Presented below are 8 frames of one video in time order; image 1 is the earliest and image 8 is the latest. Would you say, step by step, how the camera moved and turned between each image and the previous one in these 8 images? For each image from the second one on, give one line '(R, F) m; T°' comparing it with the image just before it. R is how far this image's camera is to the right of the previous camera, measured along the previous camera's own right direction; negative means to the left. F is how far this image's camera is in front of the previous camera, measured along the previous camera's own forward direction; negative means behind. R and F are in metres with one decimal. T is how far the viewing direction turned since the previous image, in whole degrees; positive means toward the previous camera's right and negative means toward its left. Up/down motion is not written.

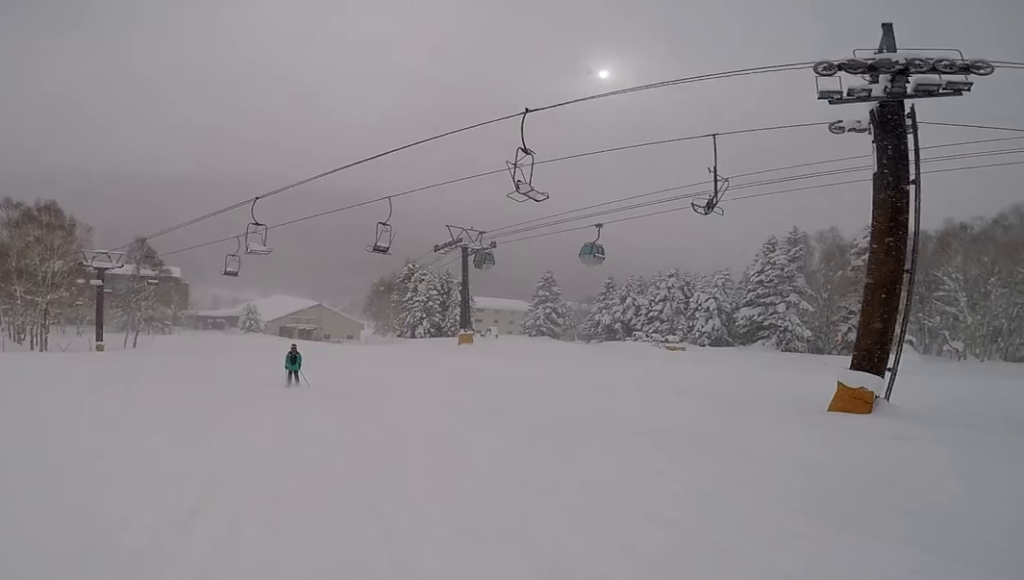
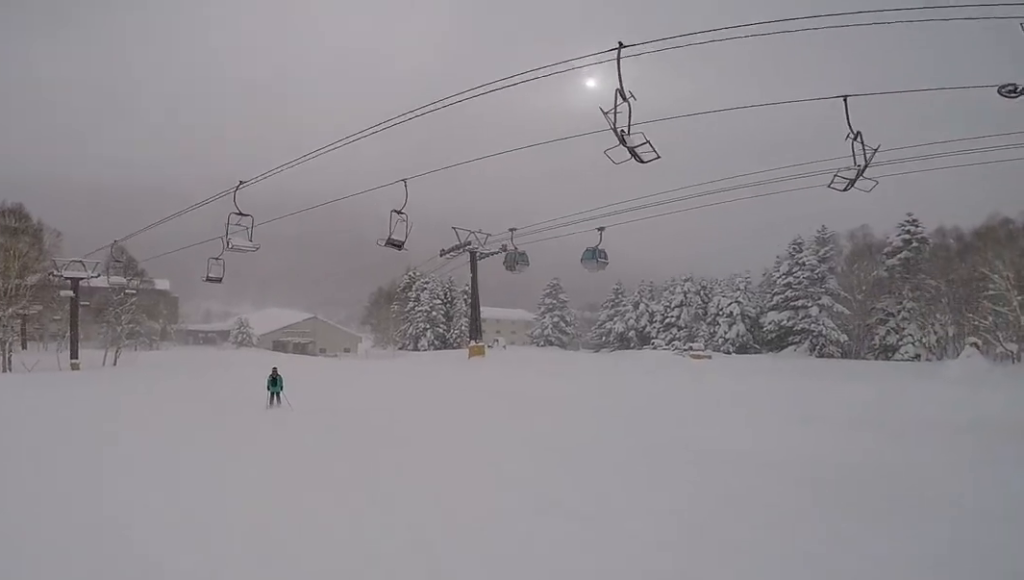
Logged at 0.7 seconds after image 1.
(+0.3, +4.6) m; +4°
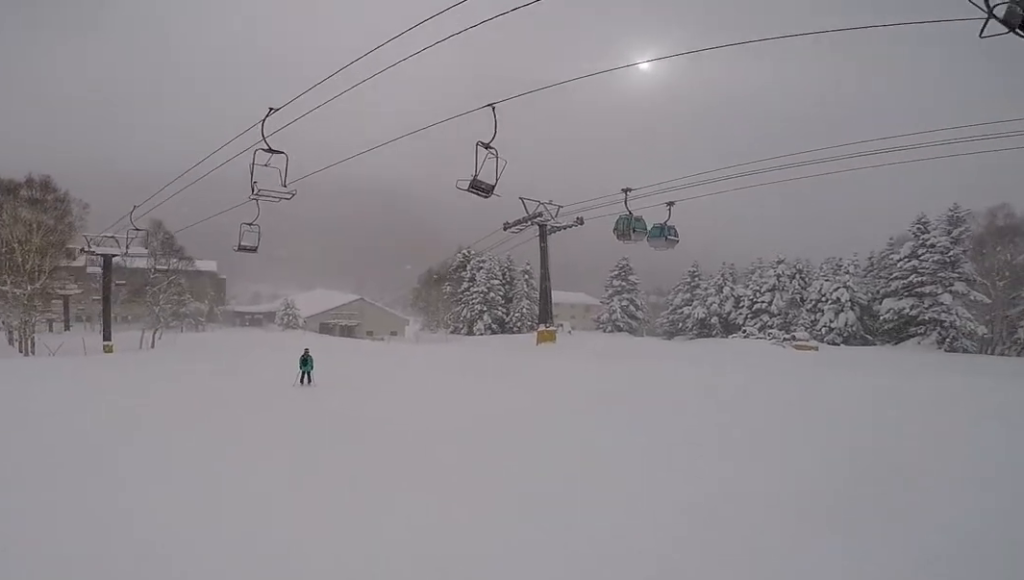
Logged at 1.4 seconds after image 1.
(+0.1, +5.4) m; 0°
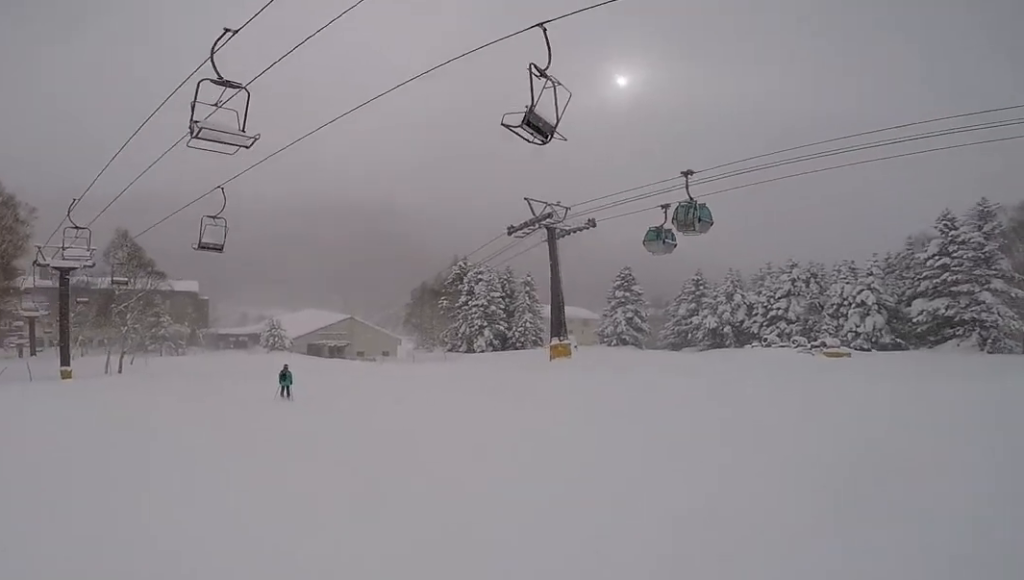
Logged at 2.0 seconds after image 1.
(-0.1, +4.7) m; -2°
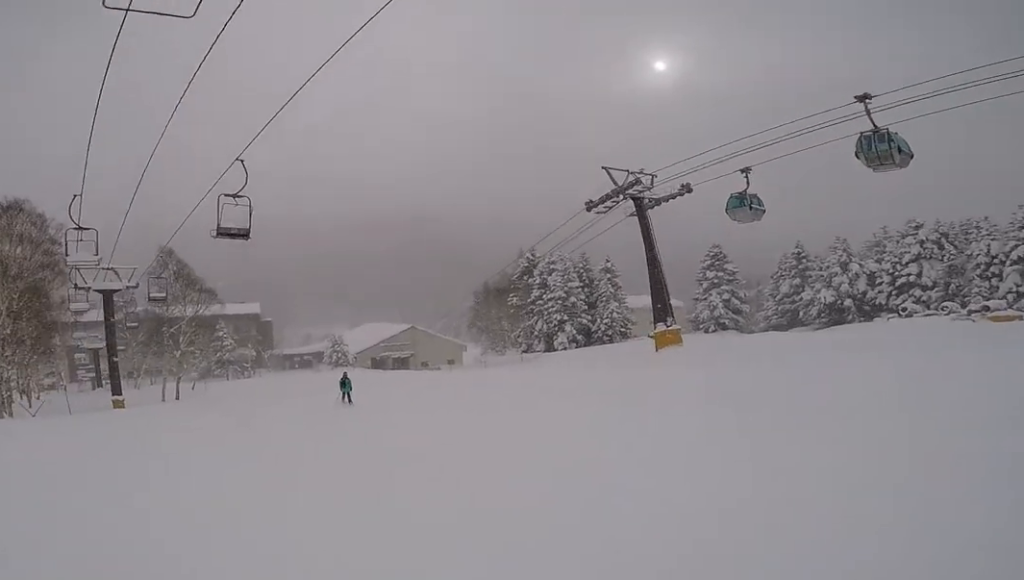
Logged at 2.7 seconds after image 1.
(0.0, +4.7) m; -1°
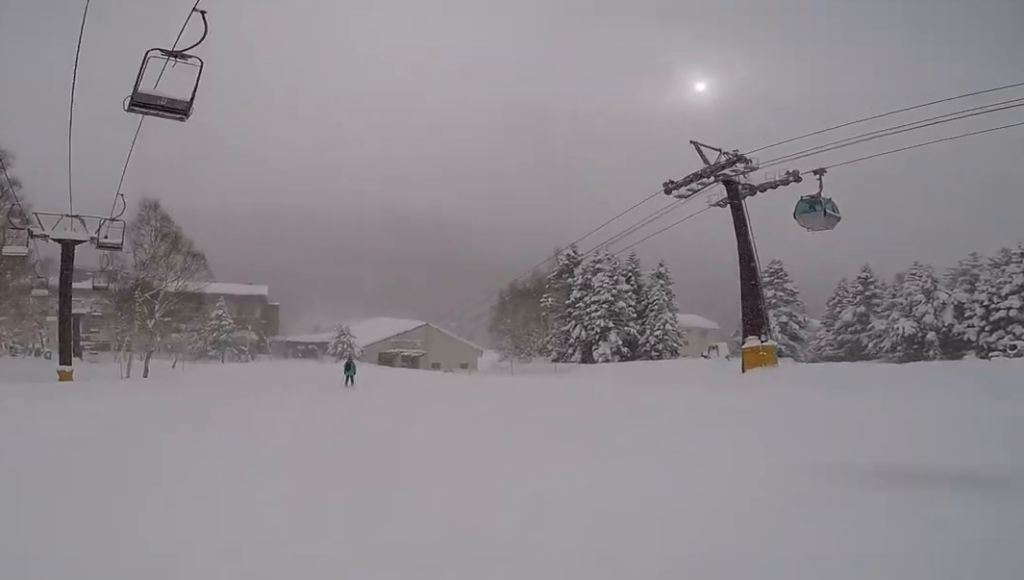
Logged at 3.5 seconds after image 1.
(-0.2, +6.7) m; 0°
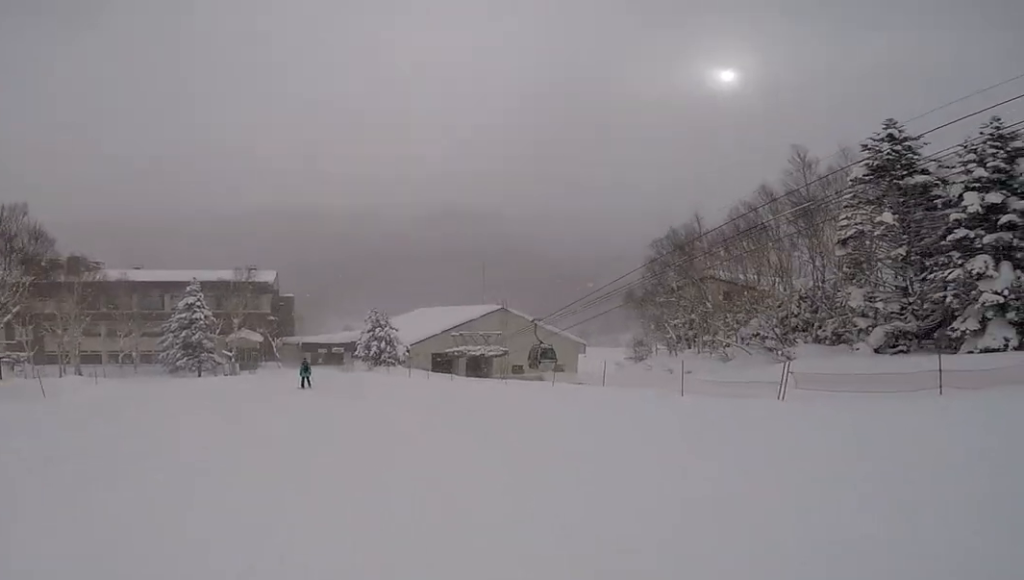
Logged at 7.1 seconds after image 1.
(-4.2, +27.7) m; -13°
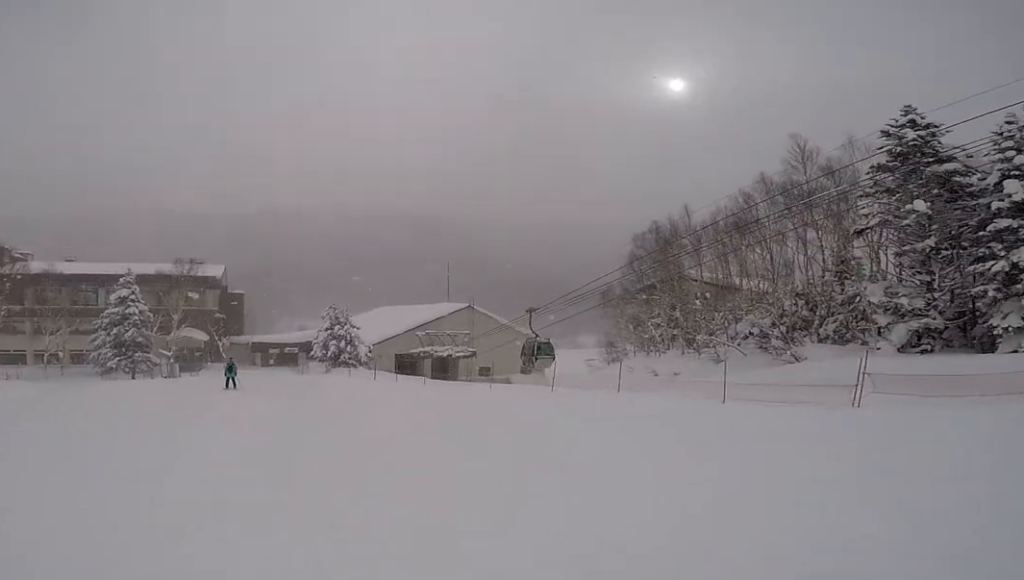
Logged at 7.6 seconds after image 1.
(0.0, +4.0) m; 0°
